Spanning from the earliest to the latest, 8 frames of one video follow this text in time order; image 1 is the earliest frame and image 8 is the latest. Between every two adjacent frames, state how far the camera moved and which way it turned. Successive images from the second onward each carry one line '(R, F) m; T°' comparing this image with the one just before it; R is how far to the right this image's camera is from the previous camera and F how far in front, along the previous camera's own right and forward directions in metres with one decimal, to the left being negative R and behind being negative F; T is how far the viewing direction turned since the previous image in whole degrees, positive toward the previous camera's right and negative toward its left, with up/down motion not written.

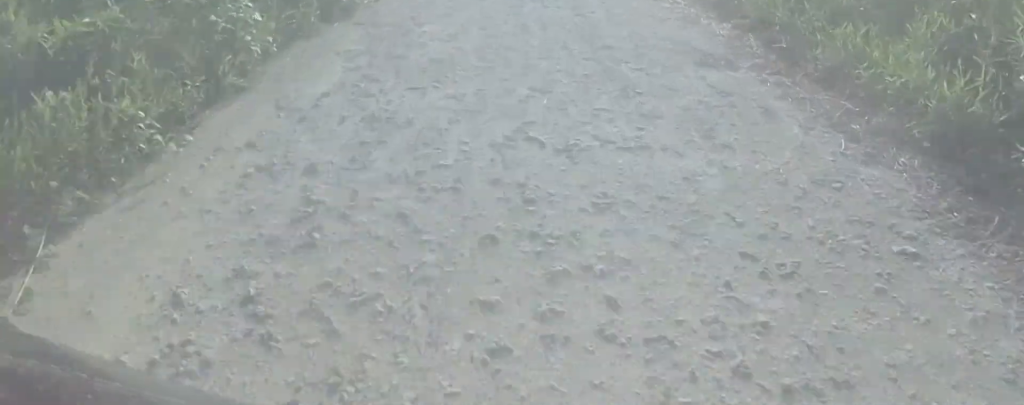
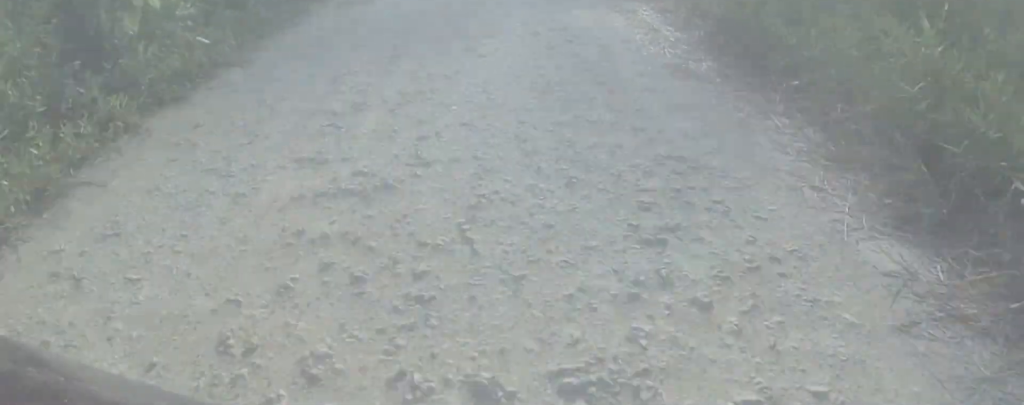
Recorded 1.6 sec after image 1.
(-0.5, +14.8) m; -7°
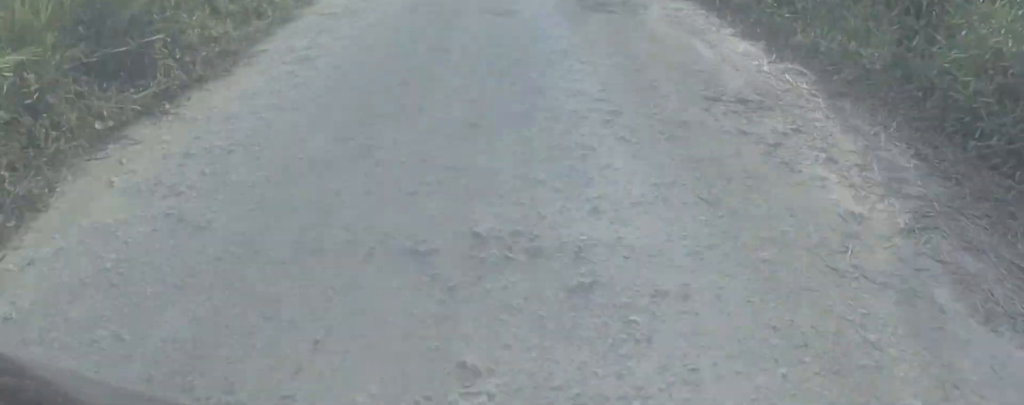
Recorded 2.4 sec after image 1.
(-0.7, +7.9) m; 0°
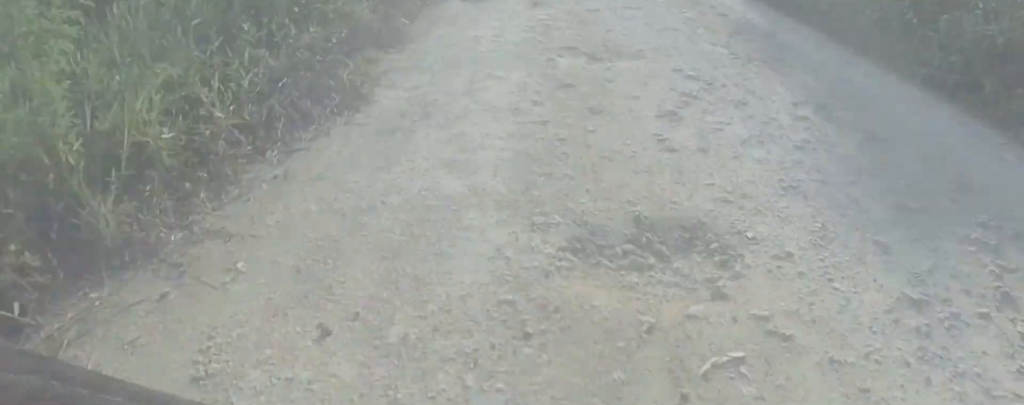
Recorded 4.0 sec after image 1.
(+0.1, +15.1) m; 0°
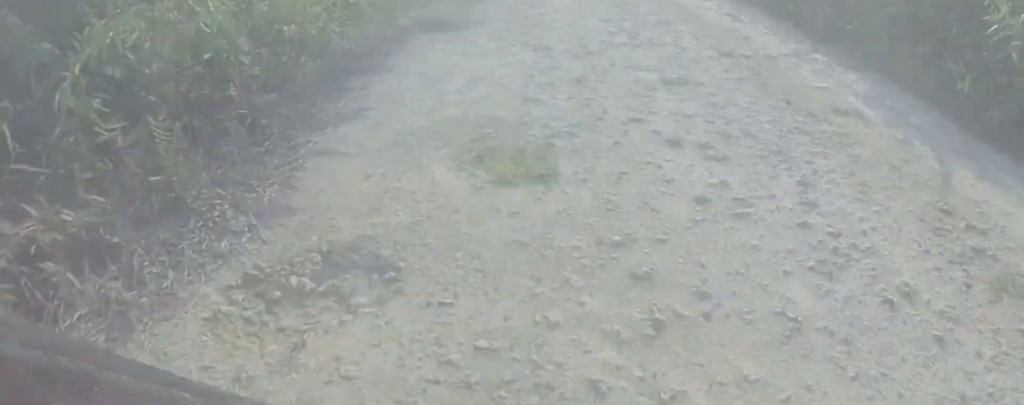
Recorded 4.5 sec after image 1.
(0.0, +5.3) m; 0°
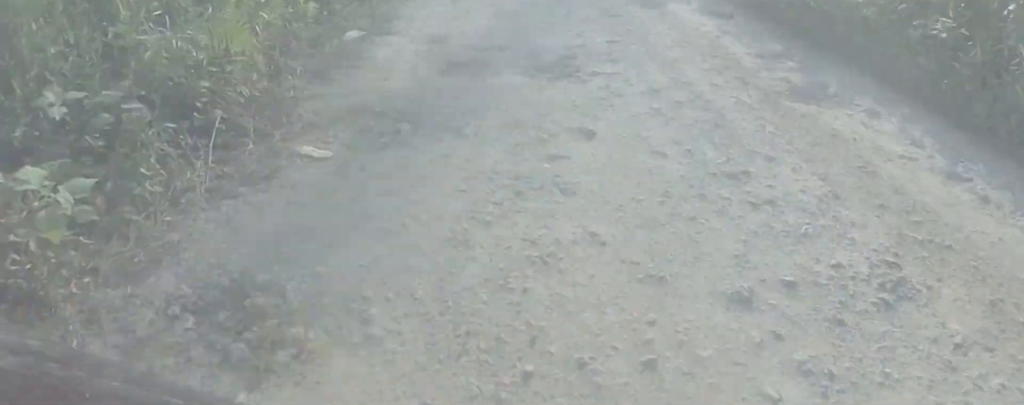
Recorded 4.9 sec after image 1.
(+0.6, +4.0) m; 0°
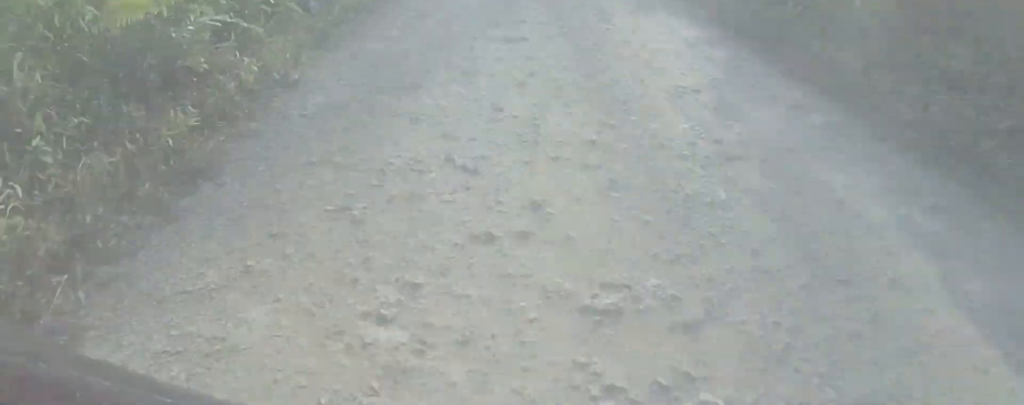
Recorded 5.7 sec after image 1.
(-0.4, +8.6) m; 0°
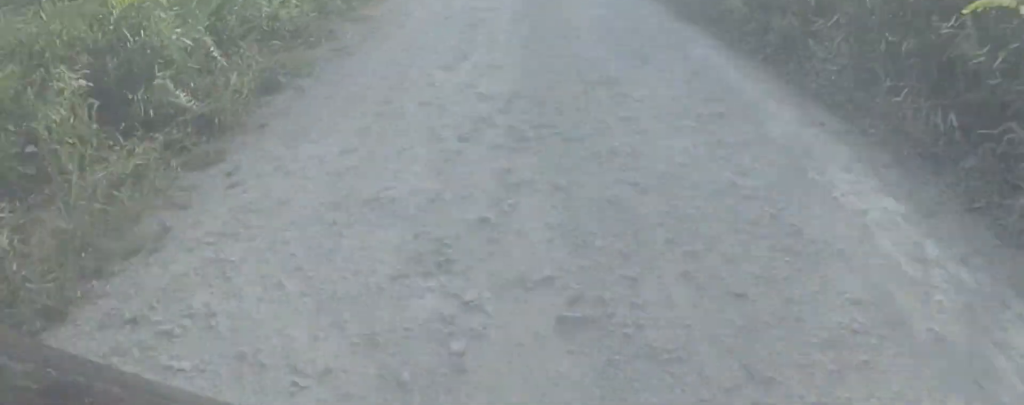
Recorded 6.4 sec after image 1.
(-0.4, +7.3) m; 0°
